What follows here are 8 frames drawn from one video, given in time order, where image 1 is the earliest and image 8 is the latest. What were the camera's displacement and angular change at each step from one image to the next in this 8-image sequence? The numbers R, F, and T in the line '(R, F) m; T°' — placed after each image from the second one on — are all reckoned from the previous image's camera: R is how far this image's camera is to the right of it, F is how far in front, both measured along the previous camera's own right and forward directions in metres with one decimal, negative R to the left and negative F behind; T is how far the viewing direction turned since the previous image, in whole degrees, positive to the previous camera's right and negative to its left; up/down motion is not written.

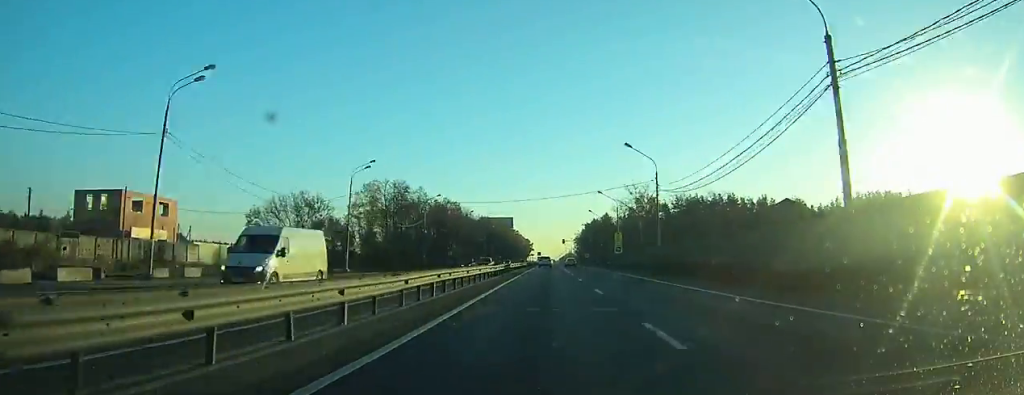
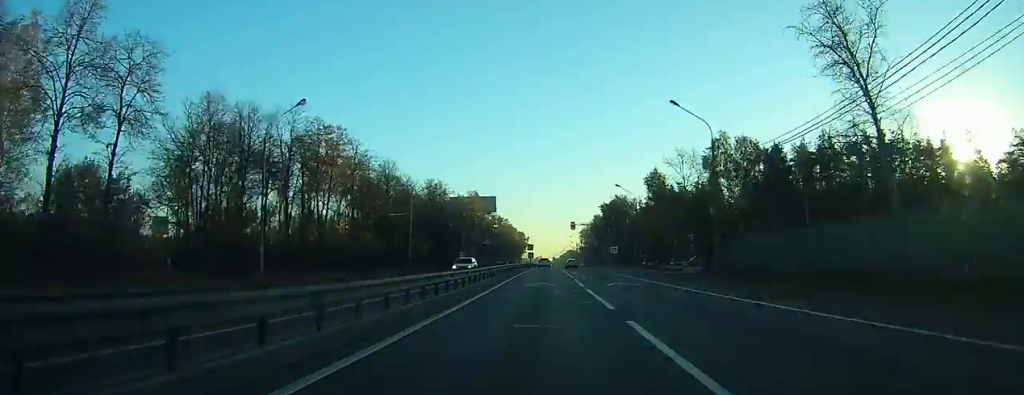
(+0.3, +83.4) m; 0°
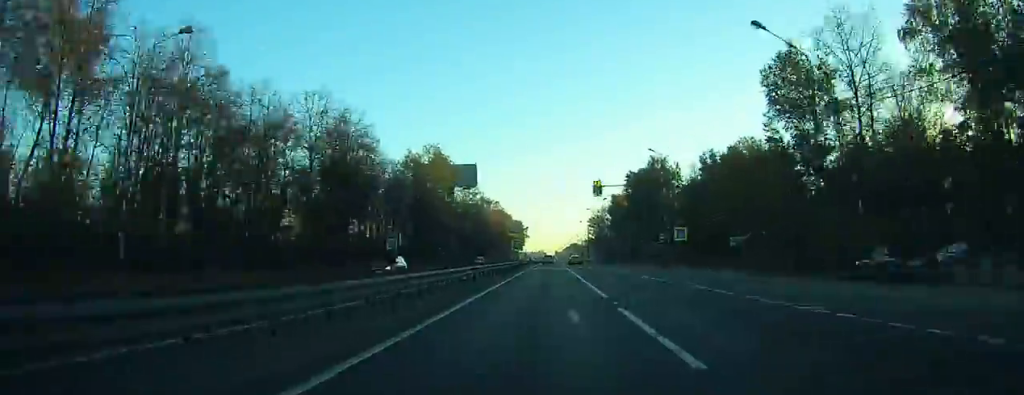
(-0.1, +52.3) m; 0°
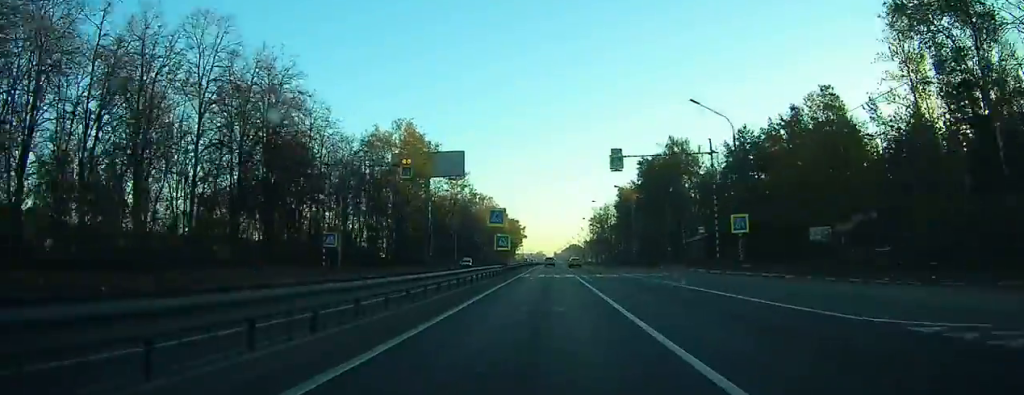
(0.0, +18.8) m; 0°
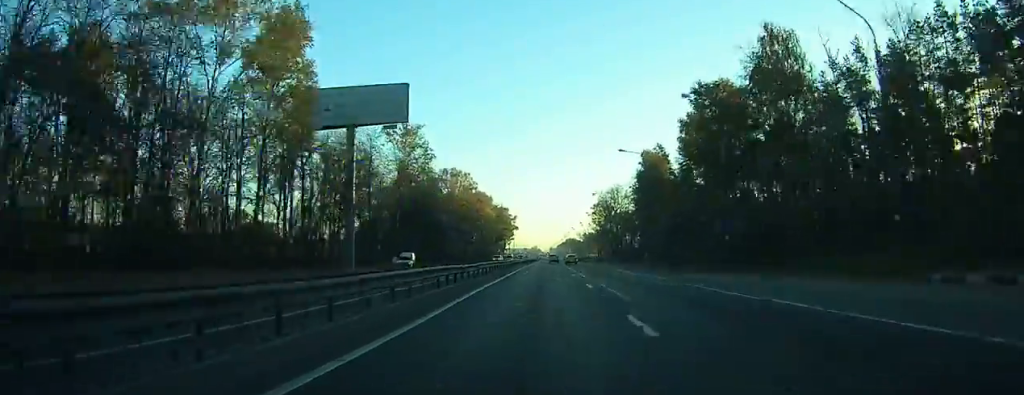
(0.0, +46.1) m; 0°
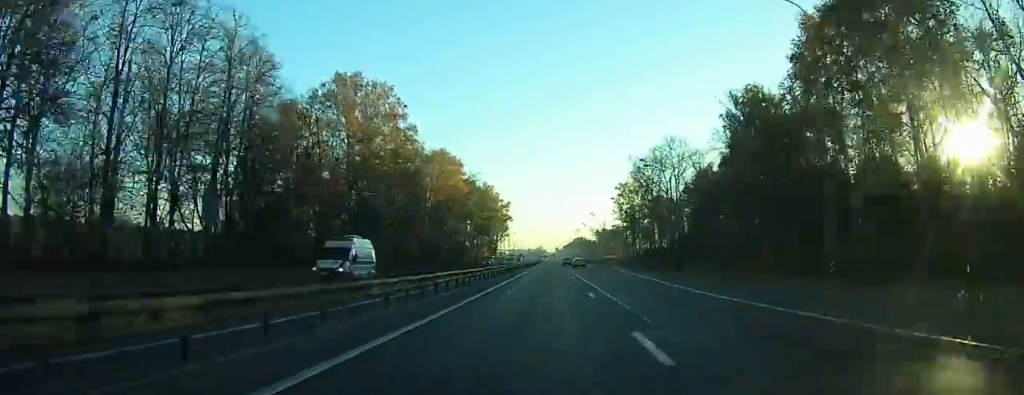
(0.0, +77.9) m; 0°
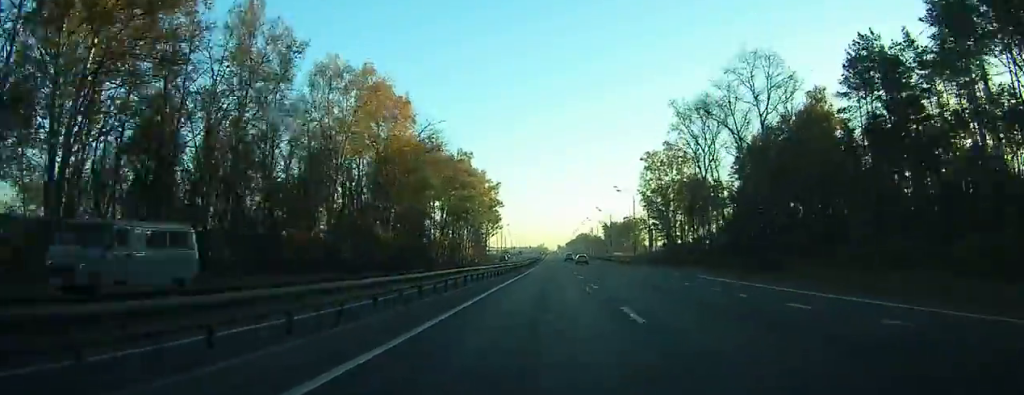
(-0.1, +44.0) m; 0°
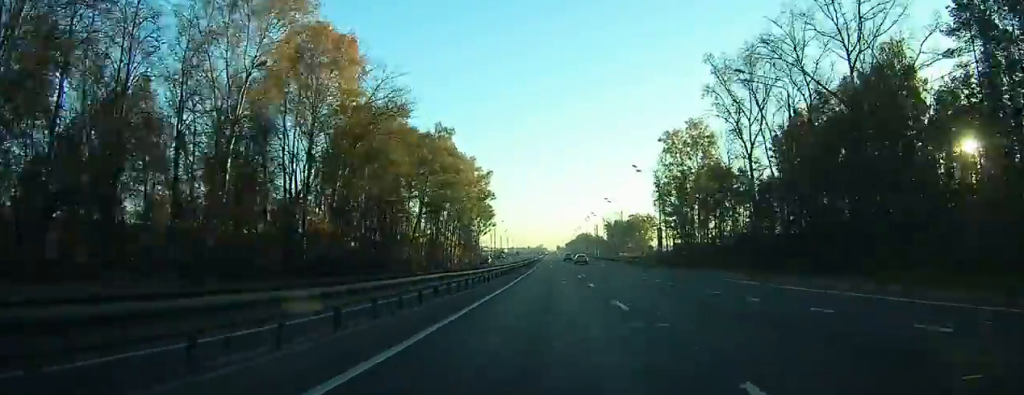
(+0.1, +20.2) m; 0°
